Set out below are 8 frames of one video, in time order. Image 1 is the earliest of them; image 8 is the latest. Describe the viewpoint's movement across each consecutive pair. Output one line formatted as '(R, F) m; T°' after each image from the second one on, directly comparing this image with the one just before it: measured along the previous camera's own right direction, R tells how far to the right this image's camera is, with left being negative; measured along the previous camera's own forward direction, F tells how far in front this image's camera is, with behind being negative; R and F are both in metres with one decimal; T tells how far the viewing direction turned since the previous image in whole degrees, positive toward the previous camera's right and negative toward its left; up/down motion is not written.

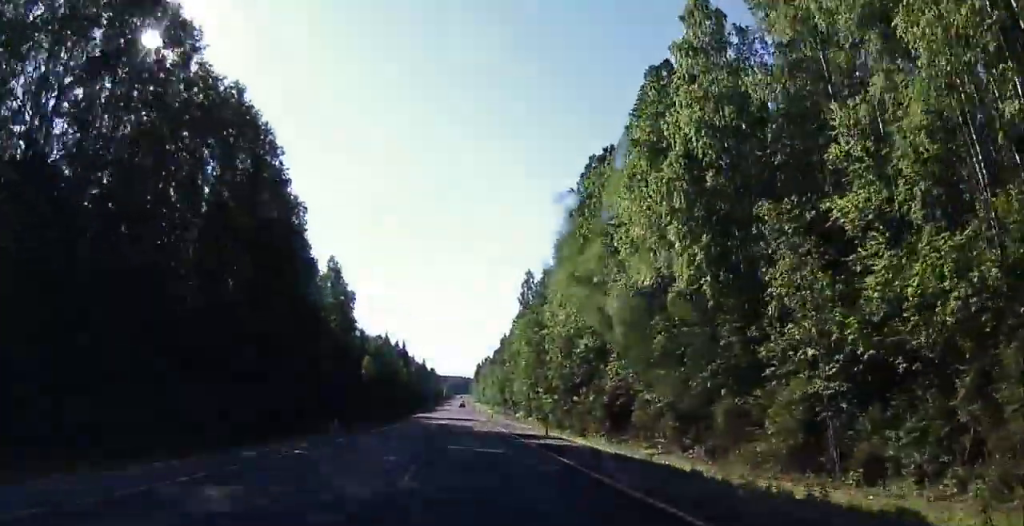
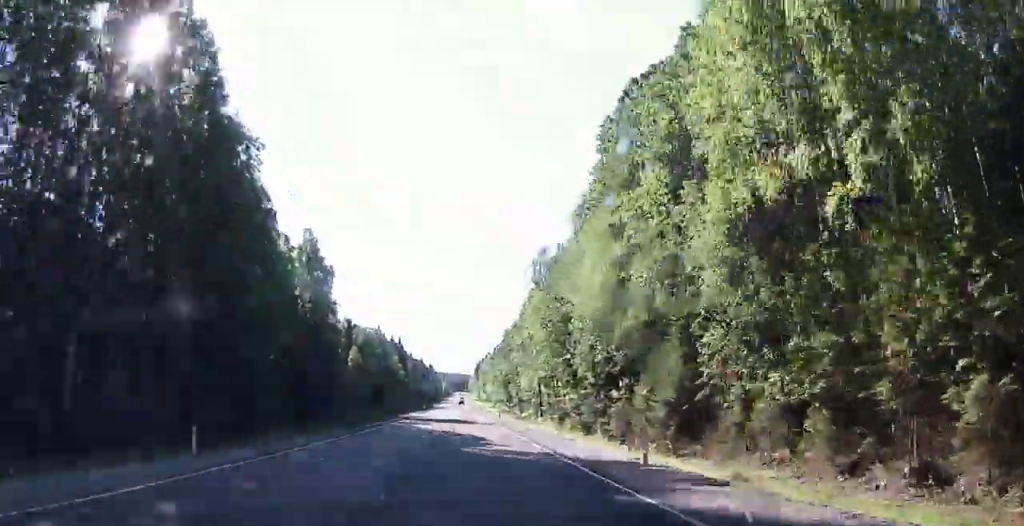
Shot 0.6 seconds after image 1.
(+0.3, +15.6) m; +1°
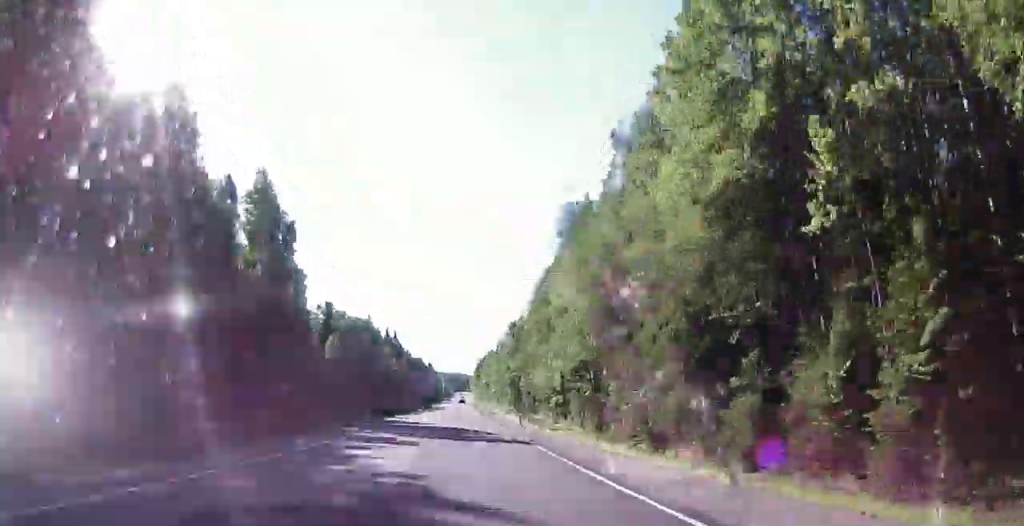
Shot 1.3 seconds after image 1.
(+0.1, +20.4) m; -2°
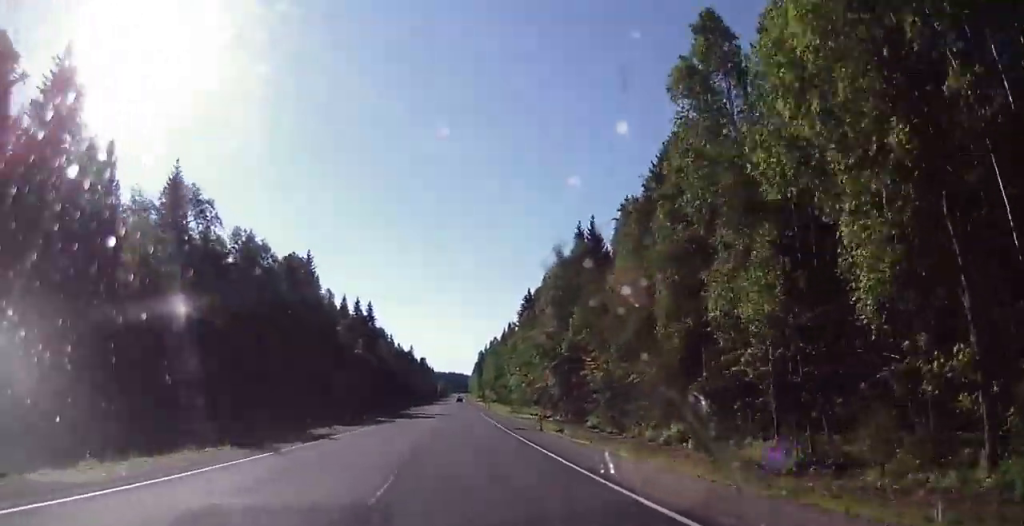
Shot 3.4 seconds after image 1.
(-1.0, +60.3) m; -1°
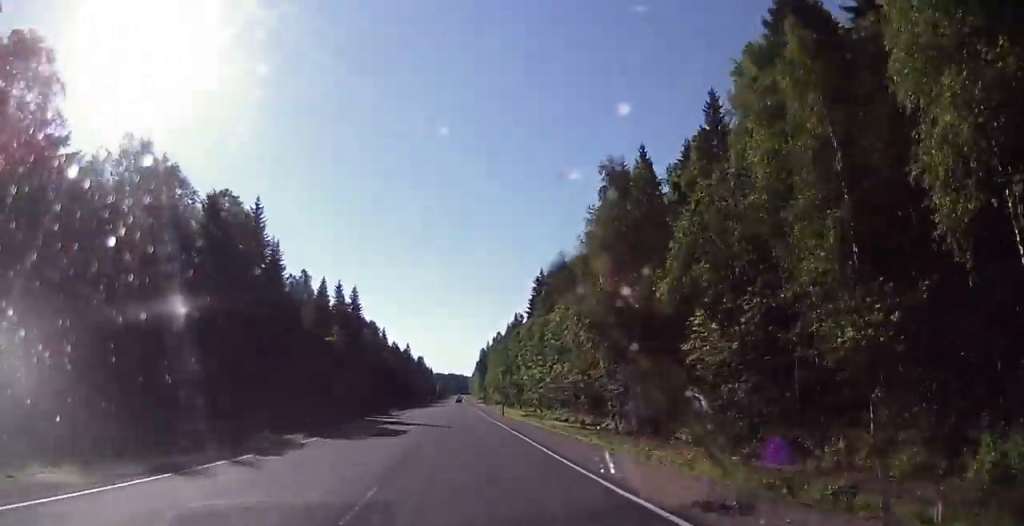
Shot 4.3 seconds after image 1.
(-0.3, +24.9) m; -1°
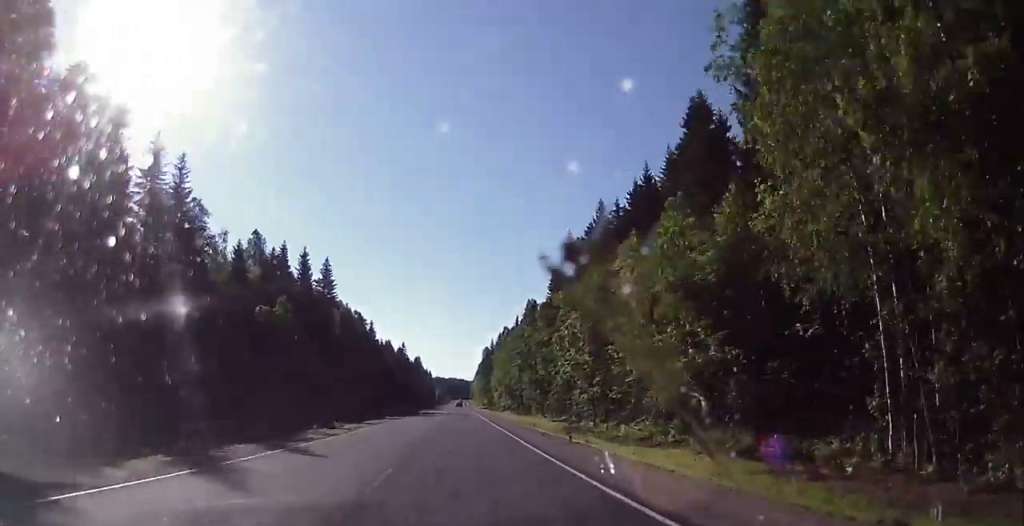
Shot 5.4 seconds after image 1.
(-0.6, +32.8) m; 0°
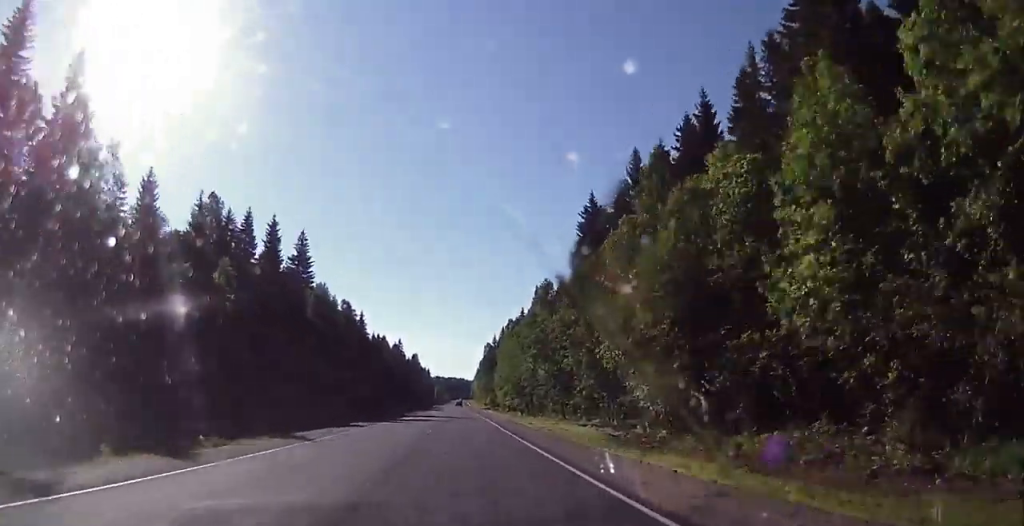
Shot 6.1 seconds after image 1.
(+0.4, +18.6) m; +1°
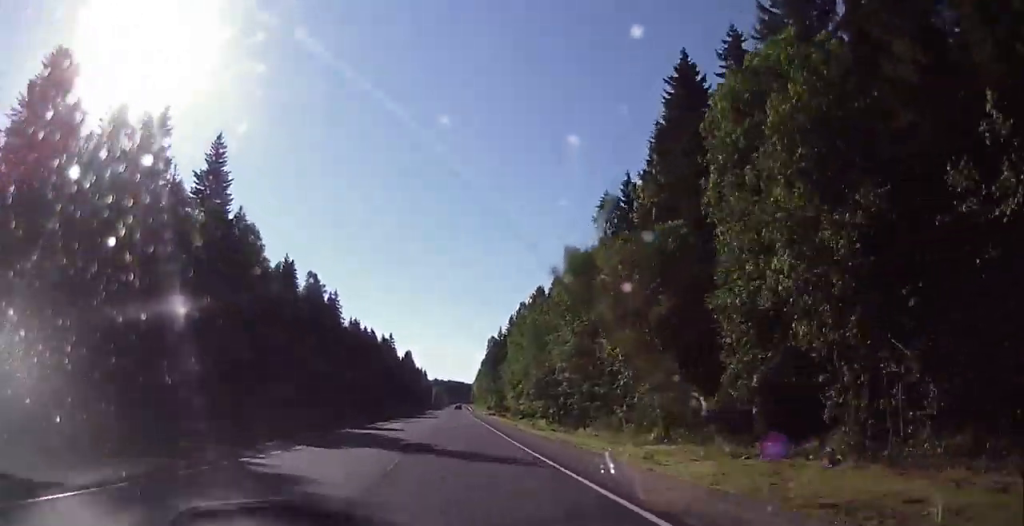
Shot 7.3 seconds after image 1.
(+0.5, +37.3) m; +1°
